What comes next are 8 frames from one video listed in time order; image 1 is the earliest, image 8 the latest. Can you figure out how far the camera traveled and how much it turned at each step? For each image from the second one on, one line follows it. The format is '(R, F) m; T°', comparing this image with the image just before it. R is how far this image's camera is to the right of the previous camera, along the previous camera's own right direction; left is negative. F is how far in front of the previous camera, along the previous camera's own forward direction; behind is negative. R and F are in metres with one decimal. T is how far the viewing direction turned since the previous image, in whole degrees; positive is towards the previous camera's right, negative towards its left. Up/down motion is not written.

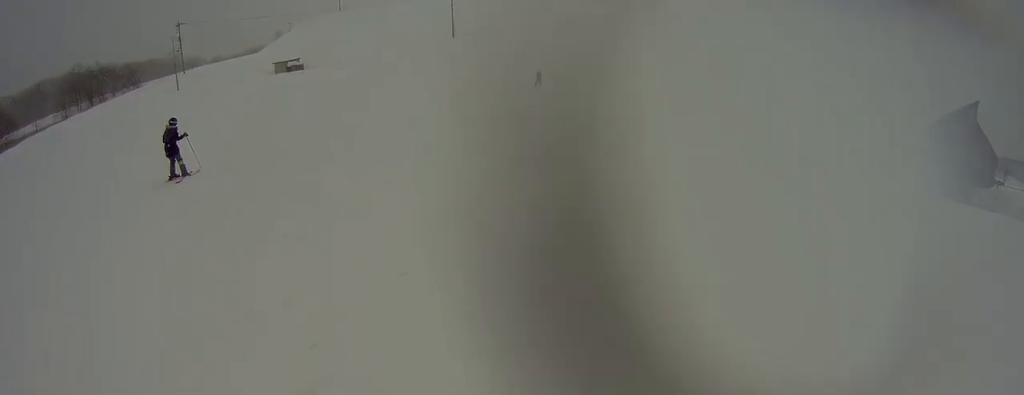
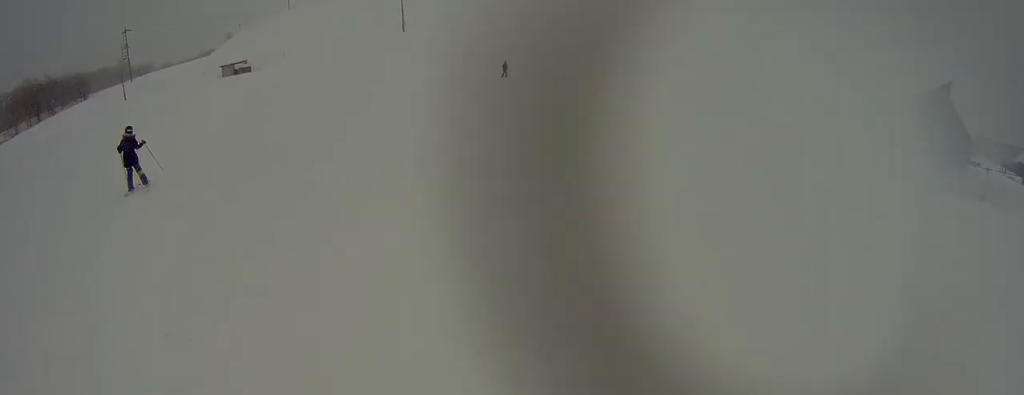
(+0.2, +2.6) m; -7°
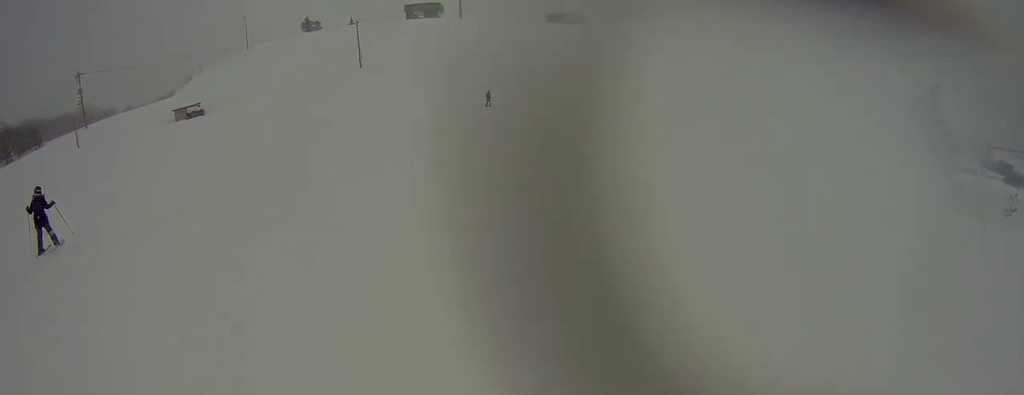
(-0.9, +4.5) m; -3°
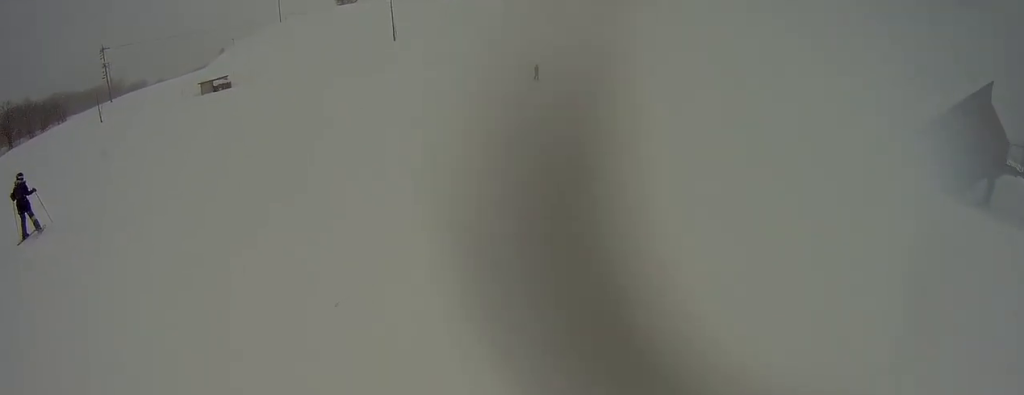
(-0.3, +2.3) m; 0°
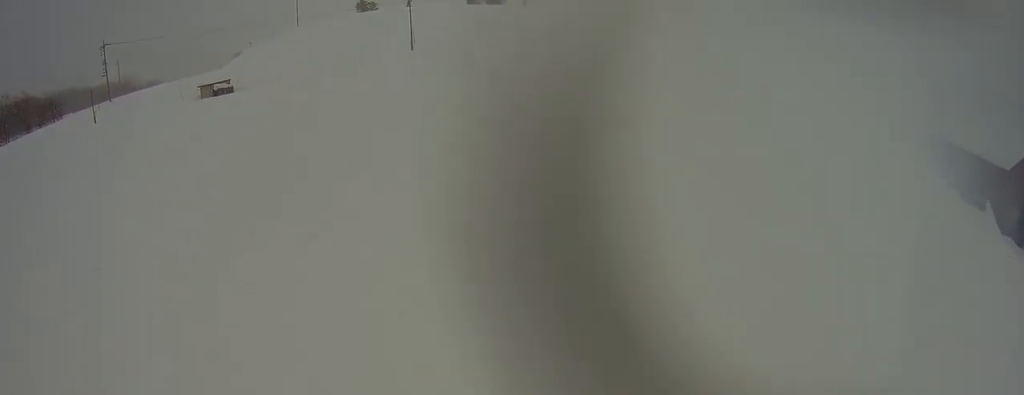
(+0.8, +6.5) m; 0°
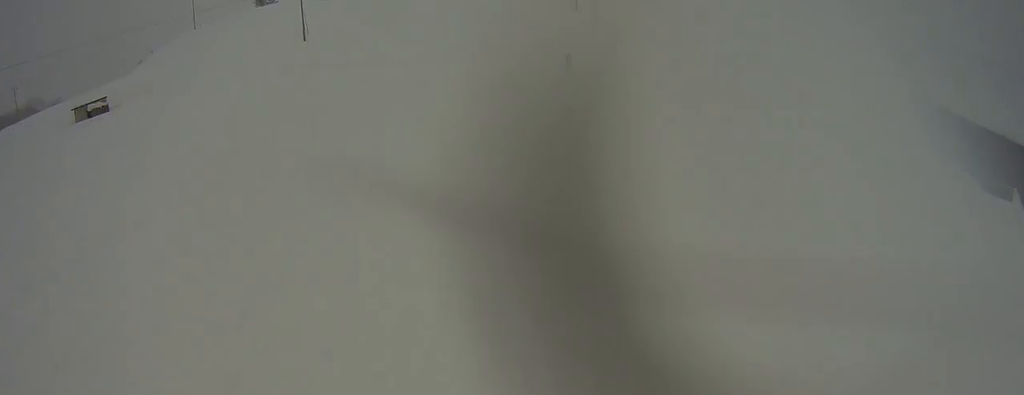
(+0.6, +9.6) m; +14°
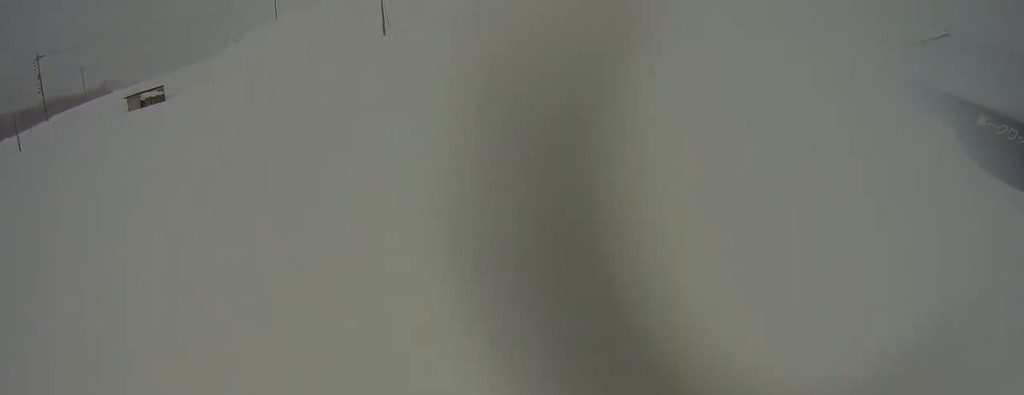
(0.0, +6.8) m; 0°
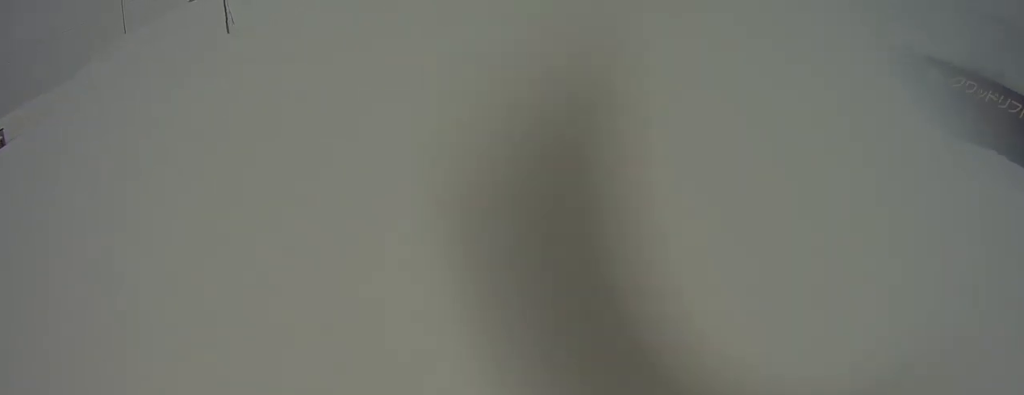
(0.0, +6.7) m; 0°
